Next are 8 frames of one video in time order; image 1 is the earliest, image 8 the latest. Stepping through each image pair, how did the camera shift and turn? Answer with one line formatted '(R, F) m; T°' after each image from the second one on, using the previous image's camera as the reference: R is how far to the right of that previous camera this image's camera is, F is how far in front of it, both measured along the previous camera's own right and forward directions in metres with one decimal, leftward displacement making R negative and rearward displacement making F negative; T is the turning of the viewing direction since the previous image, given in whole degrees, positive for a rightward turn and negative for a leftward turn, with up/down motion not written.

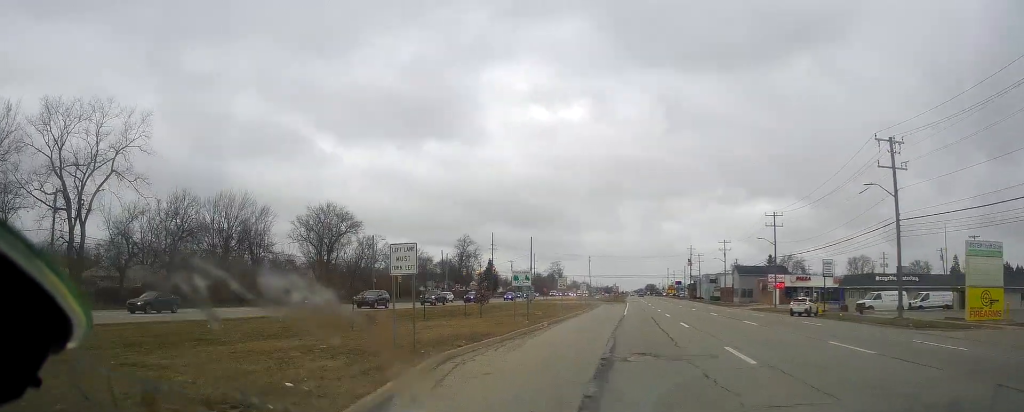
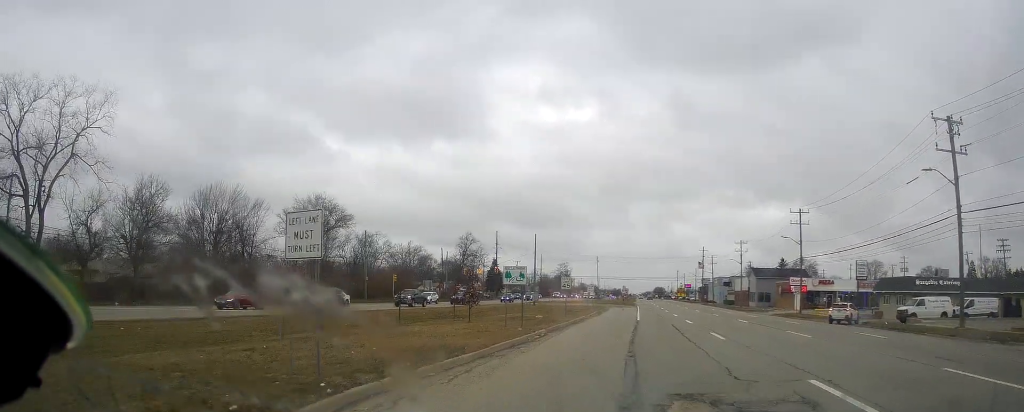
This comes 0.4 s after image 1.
(-0.1, +6.9) m; -1°
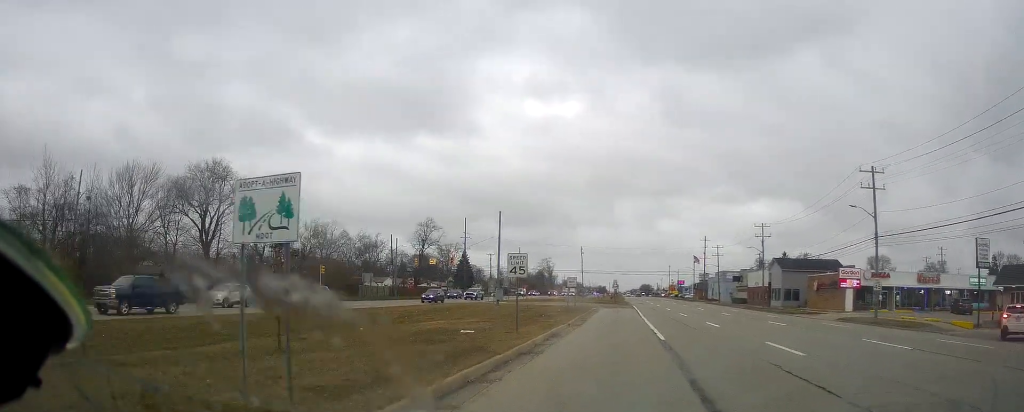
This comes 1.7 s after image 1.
(-1.1, +22.9) m; -2°
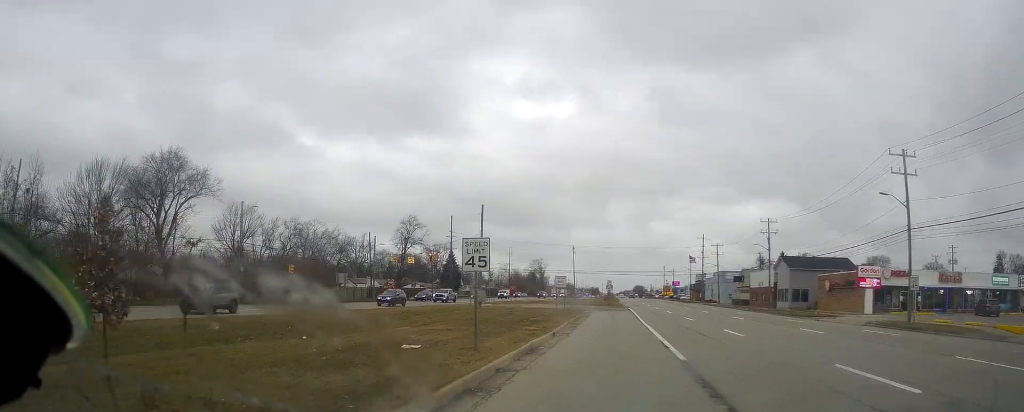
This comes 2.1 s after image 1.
(-0.3, +6.9) m; +1°
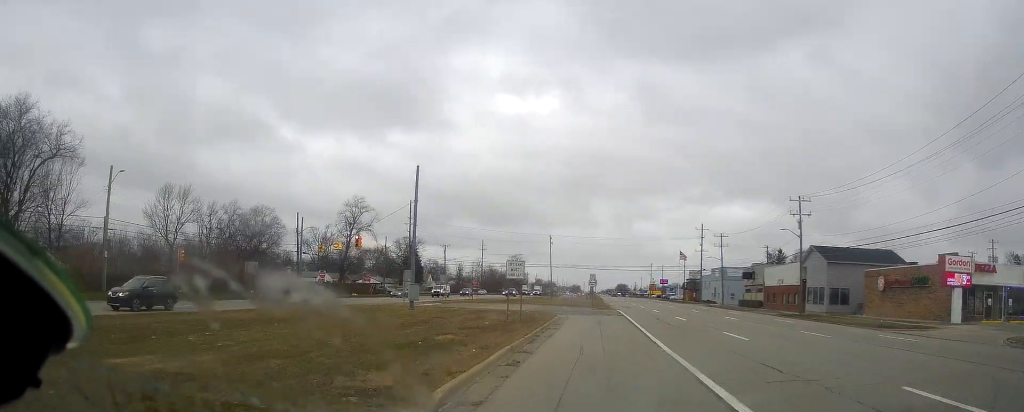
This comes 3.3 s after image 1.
(+1.2, +20.2) m; +2°
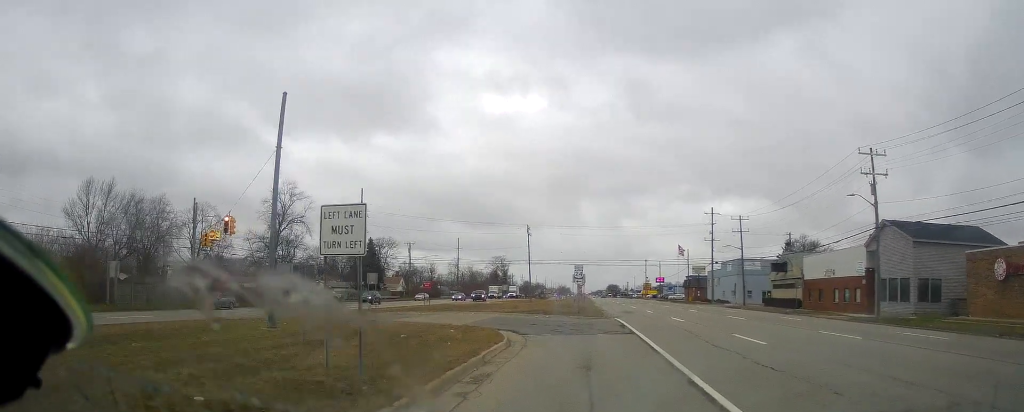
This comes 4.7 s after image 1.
(-0.4, +22.4) m; 0°
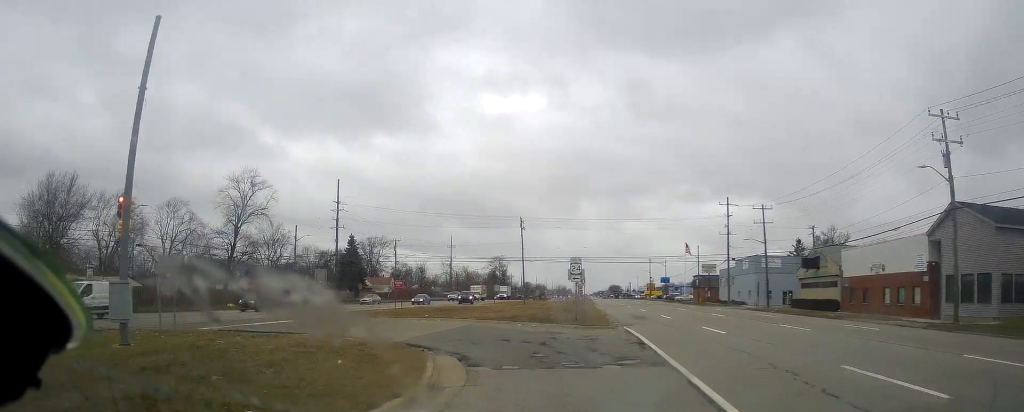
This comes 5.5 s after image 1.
(0.0, +11.1) m; +1°
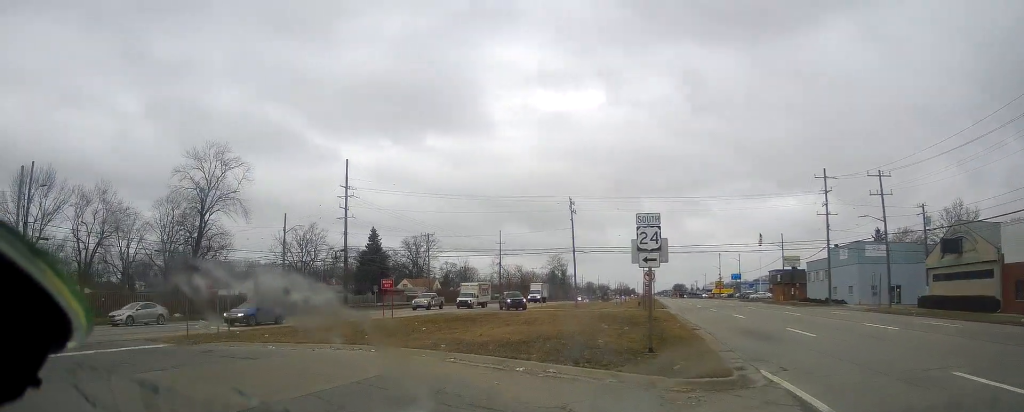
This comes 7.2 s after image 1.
(+0.4, +18.9) m; -6°
